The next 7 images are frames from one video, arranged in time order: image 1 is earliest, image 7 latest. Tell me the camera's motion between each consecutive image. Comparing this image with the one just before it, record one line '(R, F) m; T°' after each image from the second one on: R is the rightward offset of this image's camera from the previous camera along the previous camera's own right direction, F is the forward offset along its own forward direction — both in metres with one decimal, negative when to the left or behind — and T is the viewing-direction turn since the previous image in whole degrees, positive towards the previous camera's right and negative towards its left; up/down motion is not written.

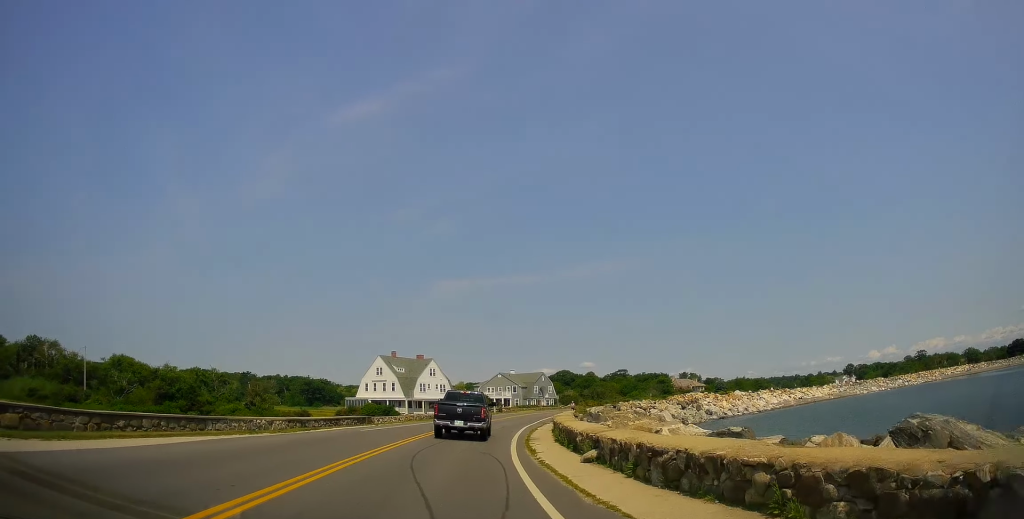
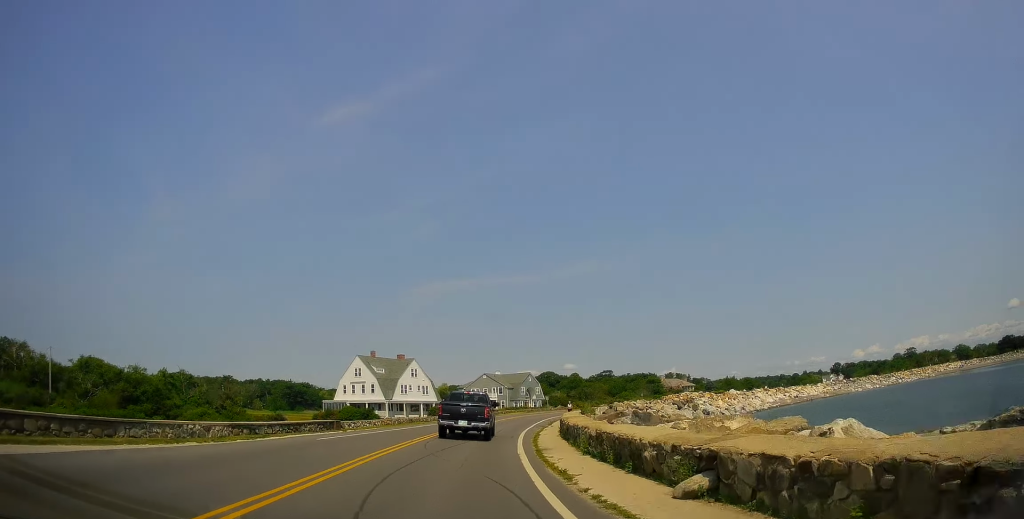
(+0.2, +6.4) m; +2°
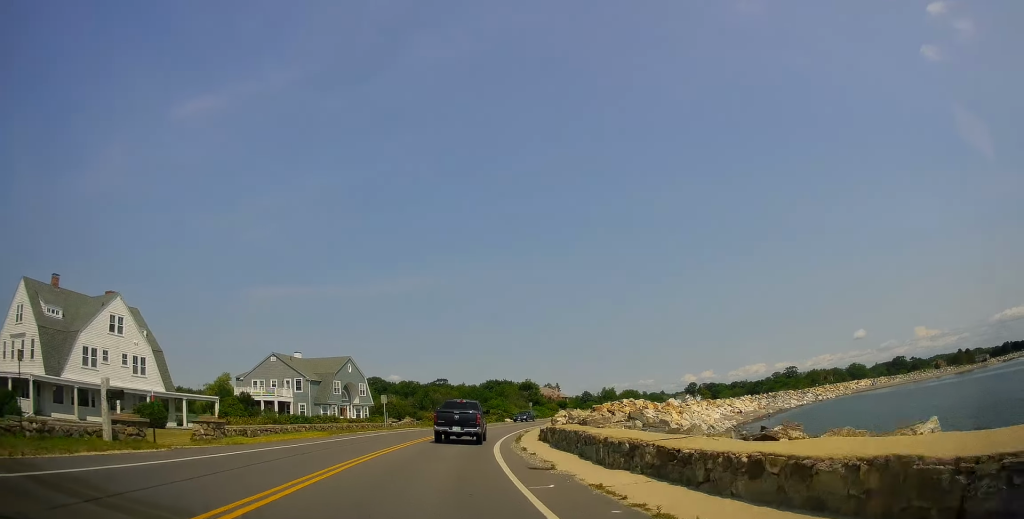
(+7.1, +54.3) m; +15°
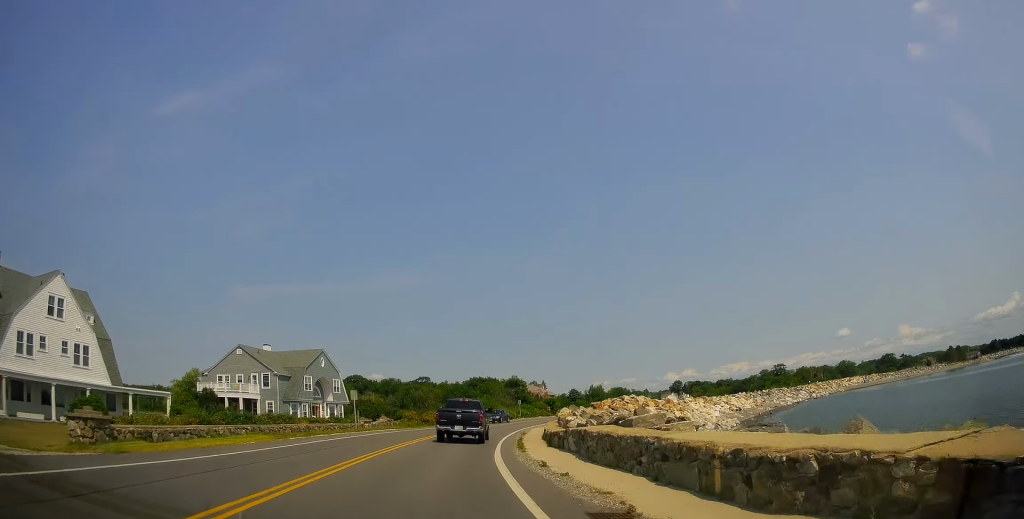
(0.0, +7.7) m; +2°
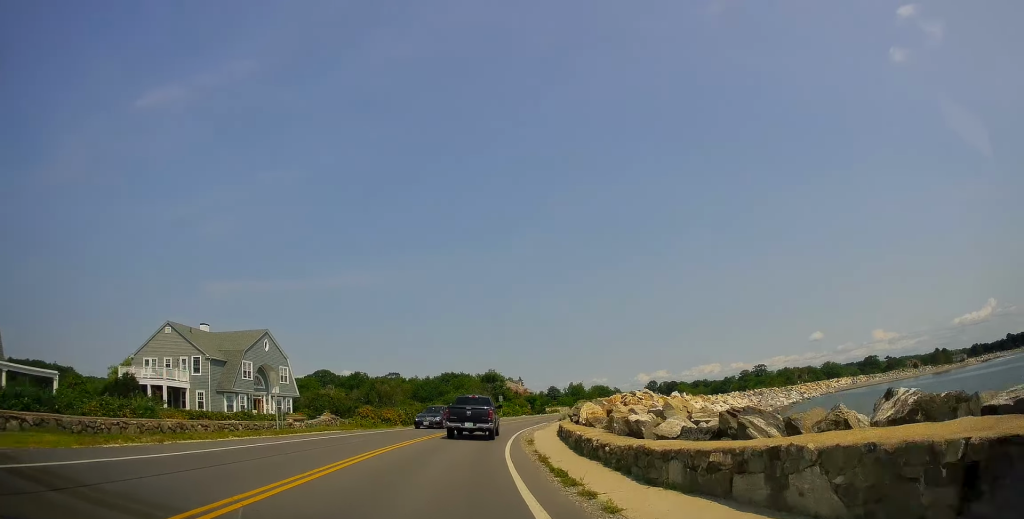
(+0.4, +13.6) m; +4°
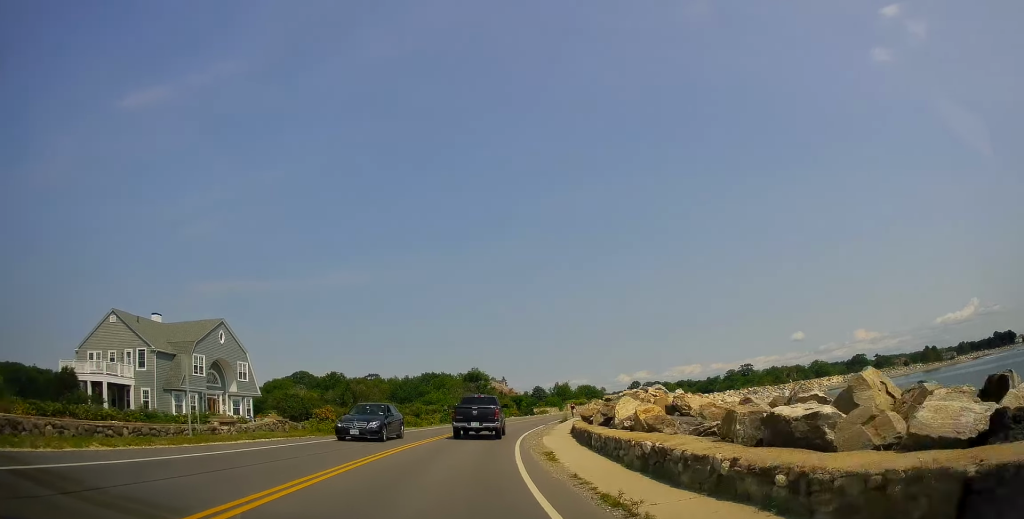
(+0.1, +8.0) m; +2°
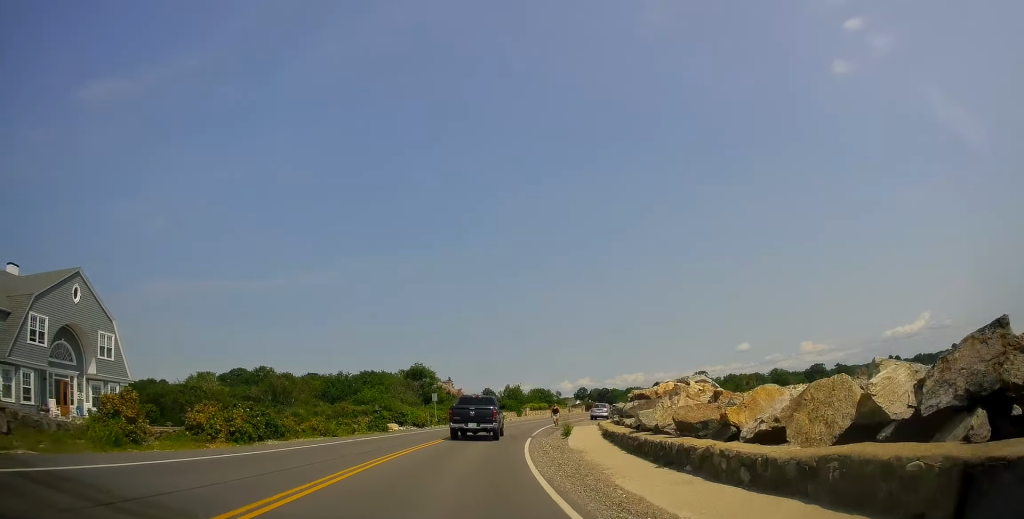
(+0.5, +16.8) m; +4°
